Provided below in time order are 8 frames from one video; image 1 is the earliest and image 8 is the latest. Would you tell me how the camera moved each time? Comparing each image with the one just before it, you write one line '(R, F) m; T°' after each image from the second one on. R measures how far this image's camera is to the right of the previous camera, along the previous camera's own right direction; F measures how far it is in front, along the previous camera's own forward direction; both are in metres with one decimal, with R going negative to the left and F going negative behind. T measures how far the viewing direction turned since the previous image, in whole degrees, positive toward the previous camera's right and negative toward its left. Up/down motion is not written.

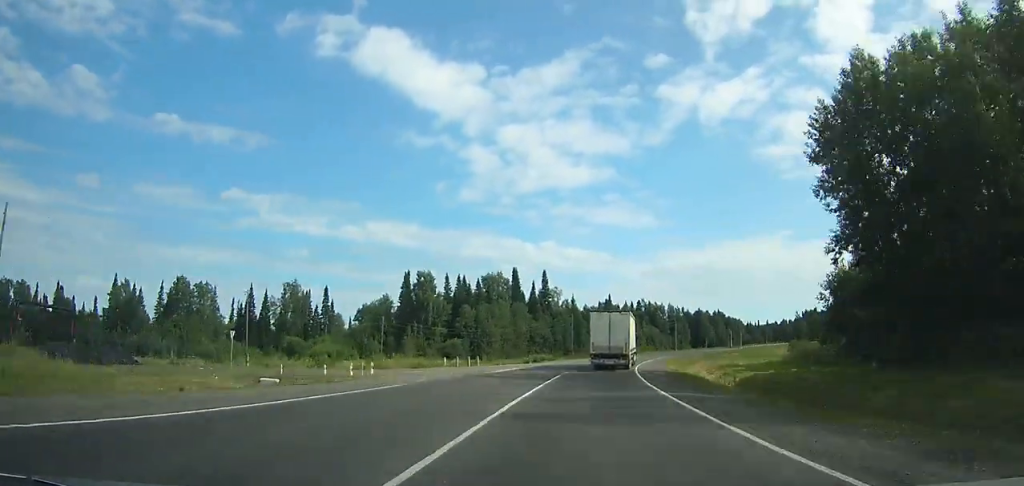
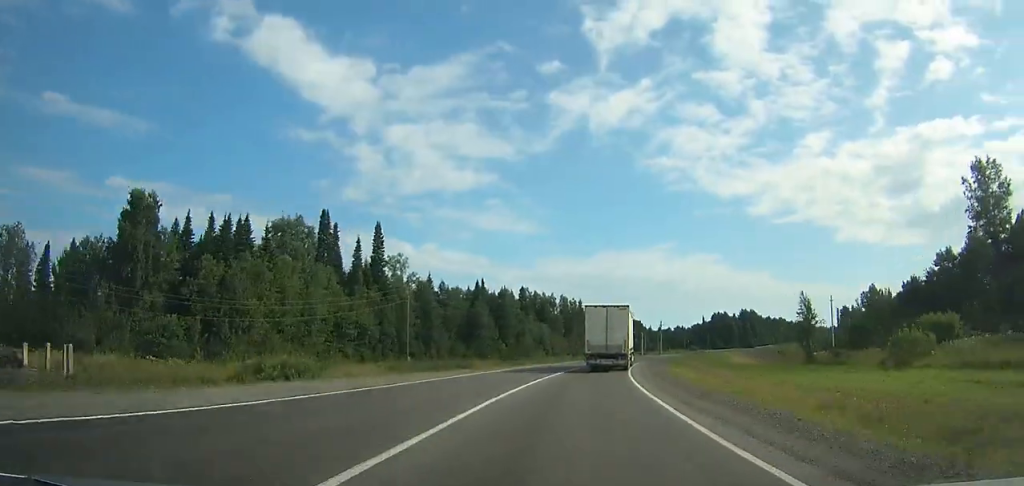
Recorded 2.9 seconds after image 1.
(+6.4, +59.4) m; +12°
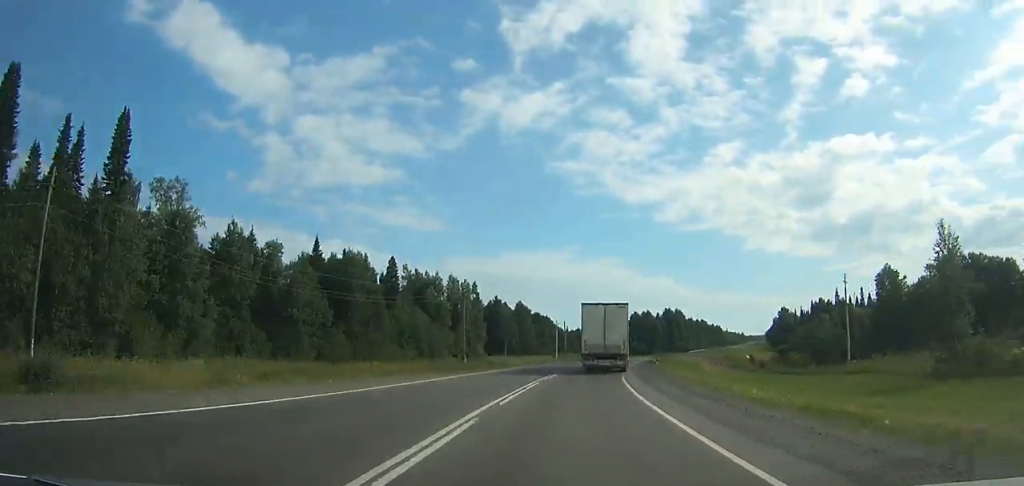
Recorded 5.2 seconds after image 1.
(+3.6, +47.6) m; +9°
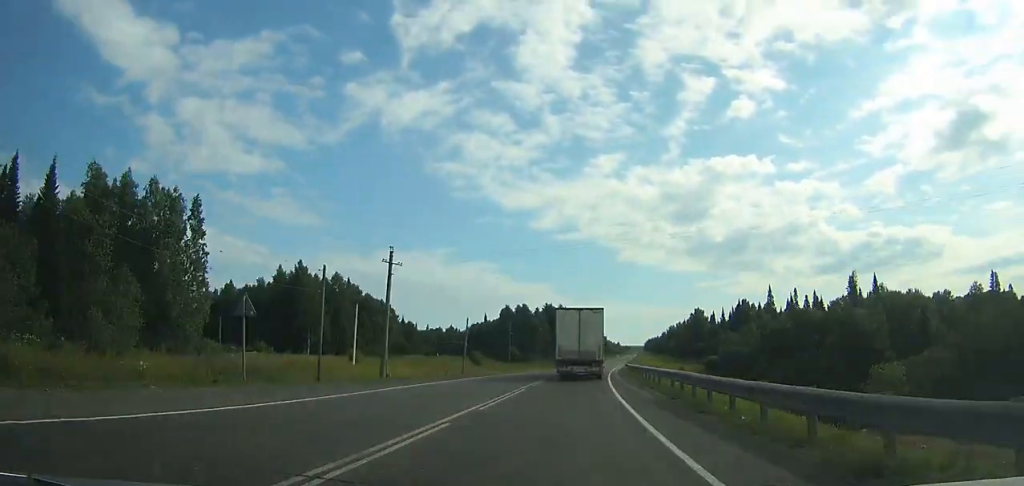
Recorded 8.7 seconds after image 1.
(+8.6, +74.2) m; +12°
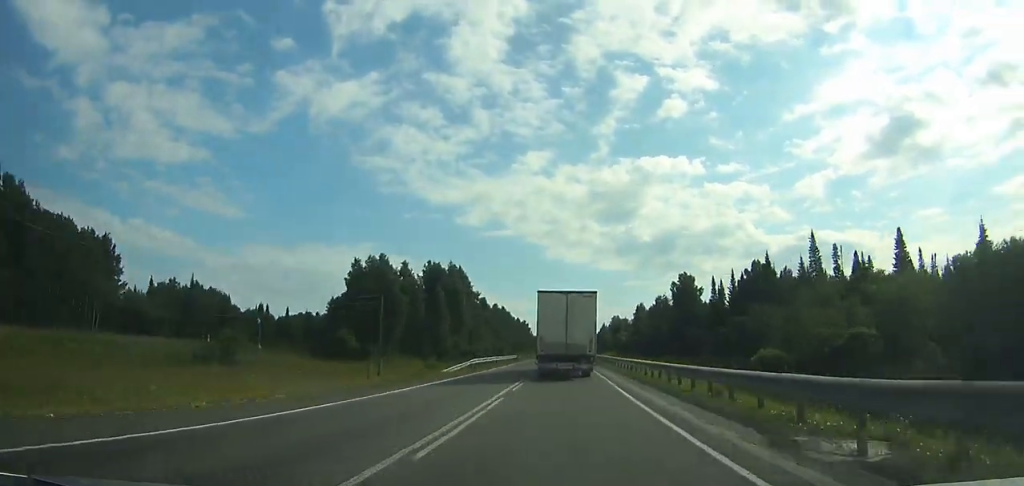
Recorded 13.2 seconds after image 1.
(+9.7, +102.8) m; +11°
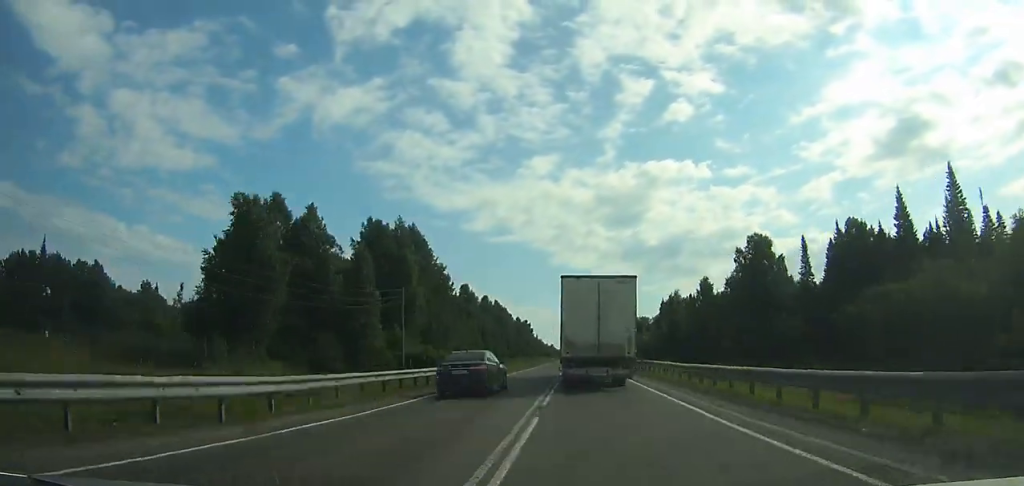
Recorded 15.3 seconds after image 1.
(+3.2, +53.1) m; -2°
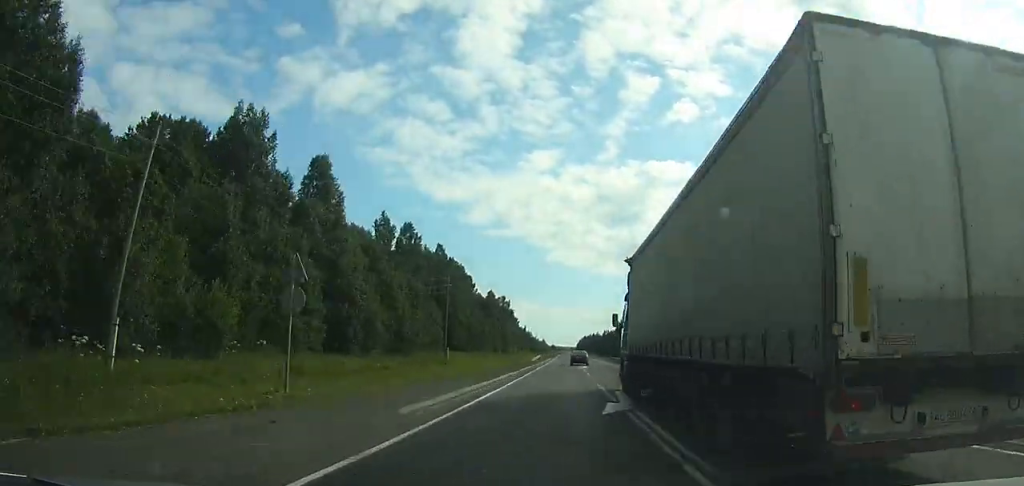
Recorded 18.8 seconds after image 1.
(-6.9, +94.6) m; -3°
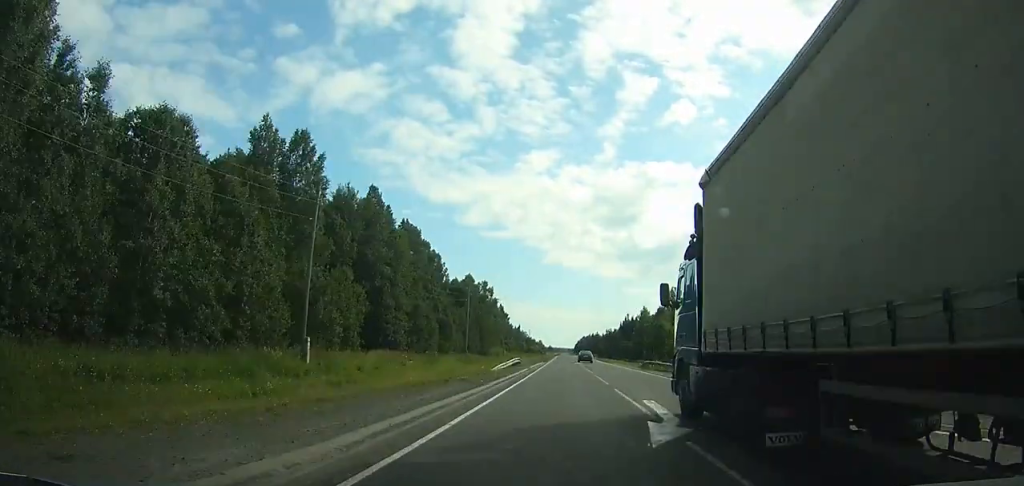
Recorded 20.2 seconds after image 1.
(+1.1, +40.7) m; +1°
